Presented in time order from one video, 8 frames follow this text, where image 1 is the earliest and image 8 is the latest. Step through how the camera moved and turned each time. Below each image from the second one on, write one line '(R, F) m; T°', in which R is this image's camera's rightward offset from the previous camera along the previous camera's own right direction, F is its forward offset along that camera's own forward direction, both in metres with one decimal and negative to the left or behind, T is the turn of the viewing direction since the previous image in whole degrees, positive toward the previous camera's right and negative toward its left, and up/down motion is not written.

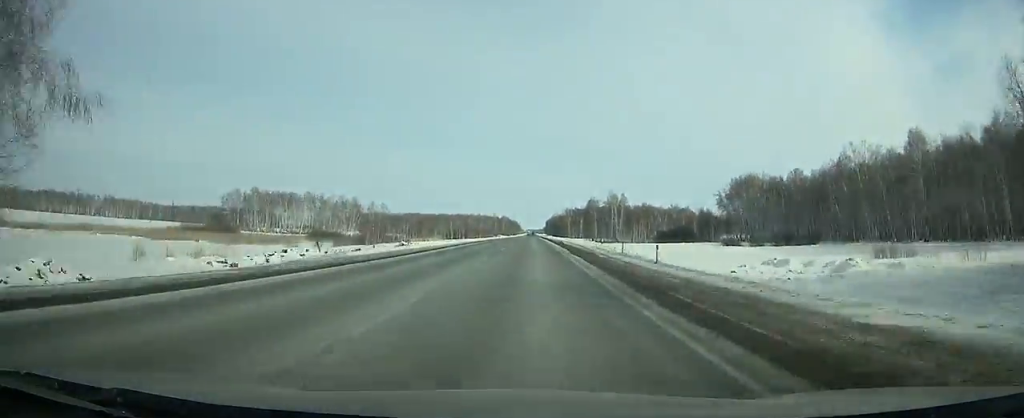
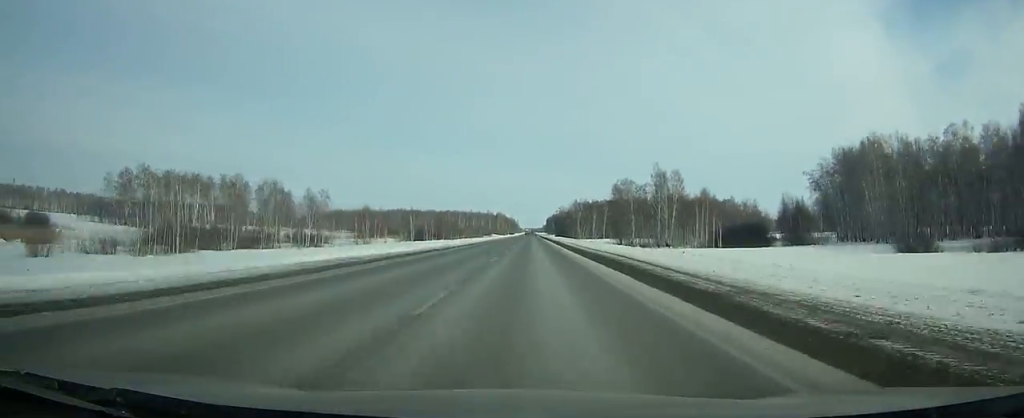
(-0.2, +78.5) m; 0°
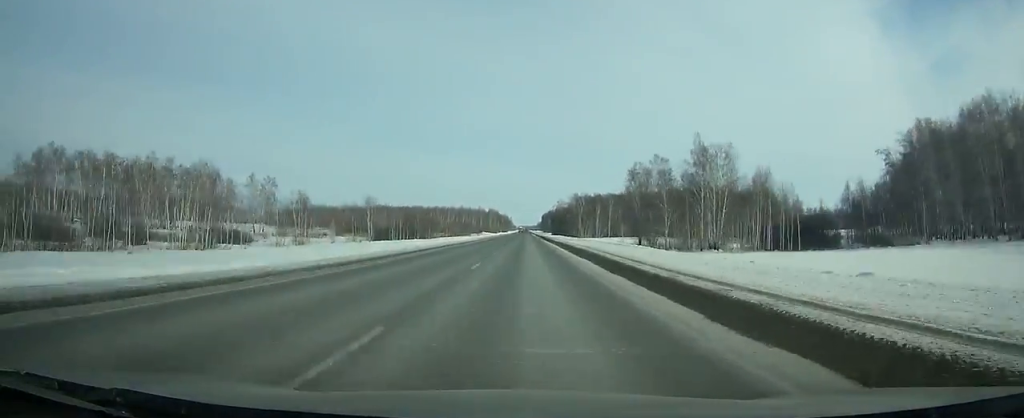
(0.0, +37.7) m; 0°
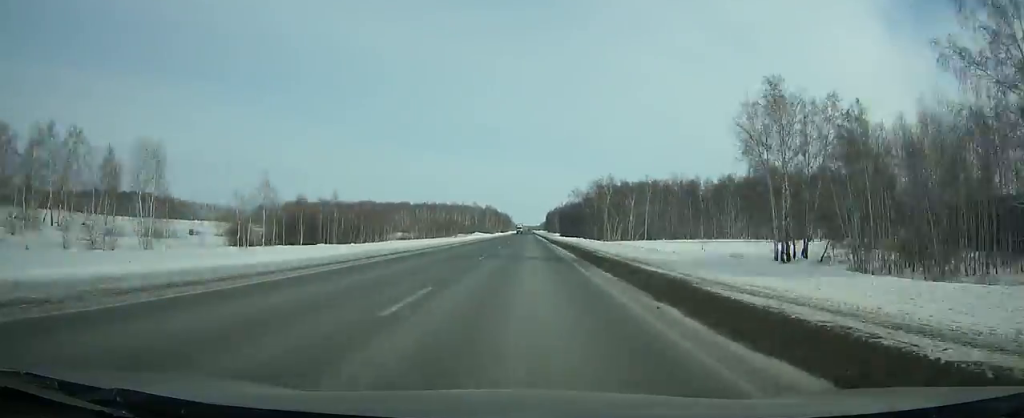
(+0.3, +75.4) m; 0°
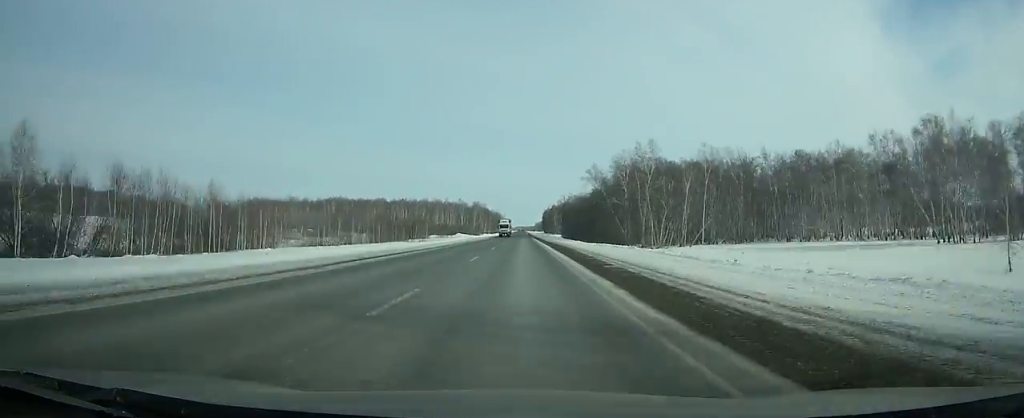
(+0.1, +63.8) m; 0°
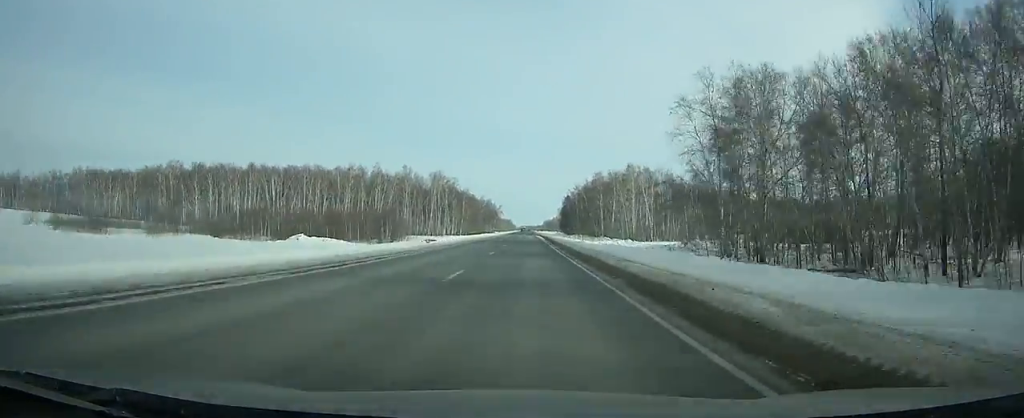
(-0.6, +202.3) m; 0°
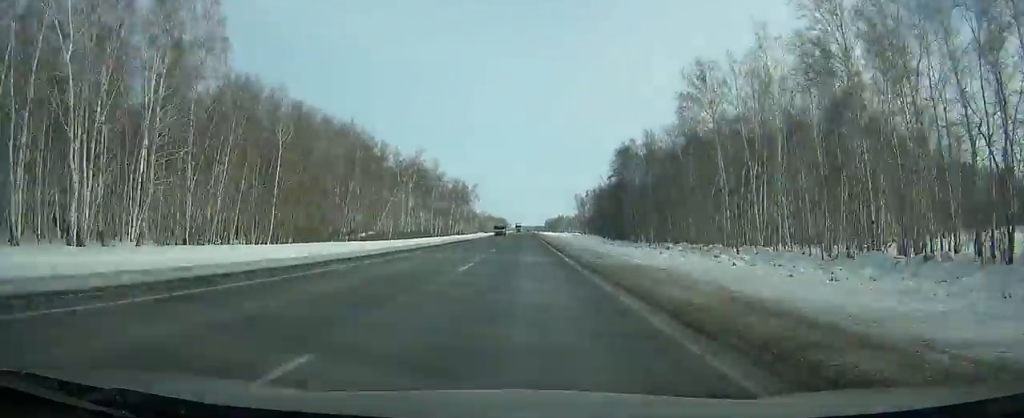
(+0.1, +173.1) m; 0°
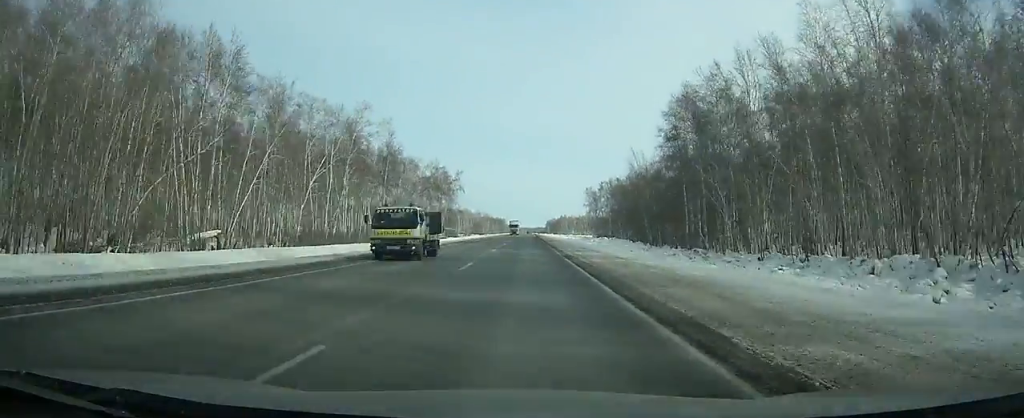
(0.0, +47.7) m; 0°
